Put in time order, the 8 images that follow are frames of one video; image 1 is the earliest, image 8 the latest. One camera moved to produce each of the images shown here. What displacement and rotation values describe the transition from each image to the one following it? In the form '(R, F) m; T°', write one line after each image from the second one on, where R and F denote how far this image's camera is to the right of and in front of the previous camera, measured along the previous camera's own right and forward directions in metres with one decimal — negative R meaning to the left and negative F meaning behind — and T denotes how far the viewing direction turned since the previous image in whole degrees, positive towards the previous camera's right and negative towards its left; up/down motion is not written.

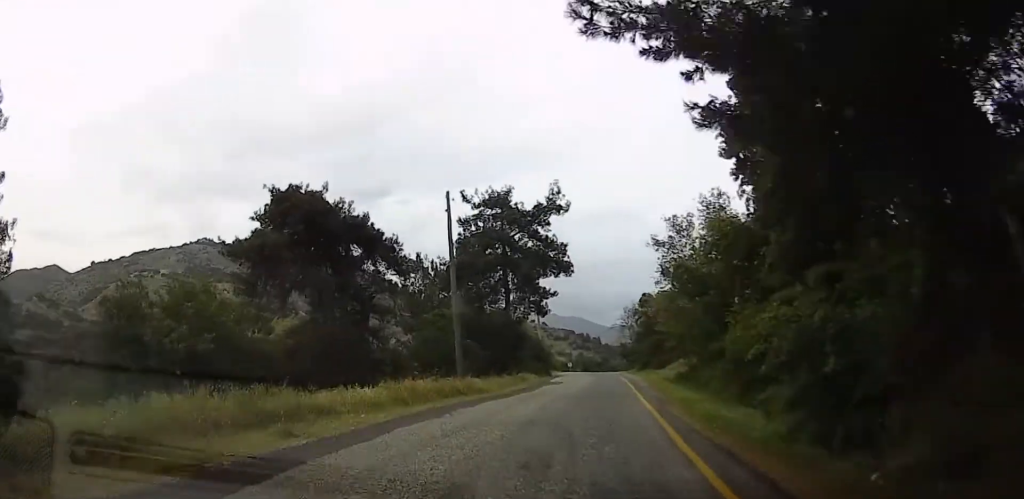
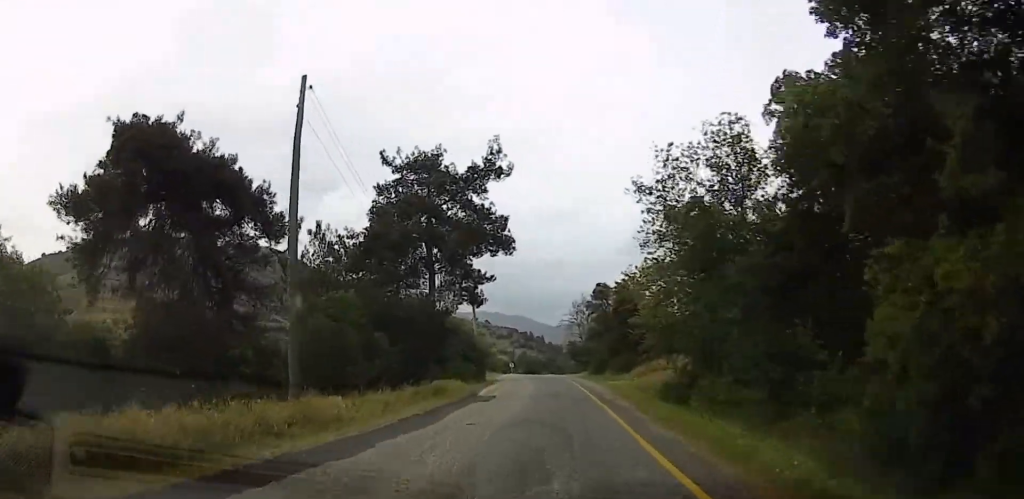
(0.0, +9.8) m; 0°
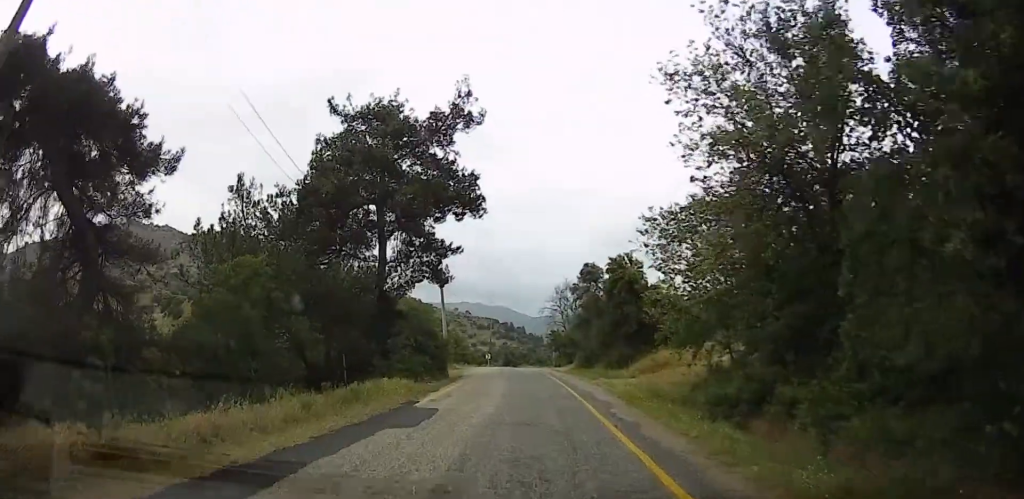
(0.0, +7.5) m; 0°
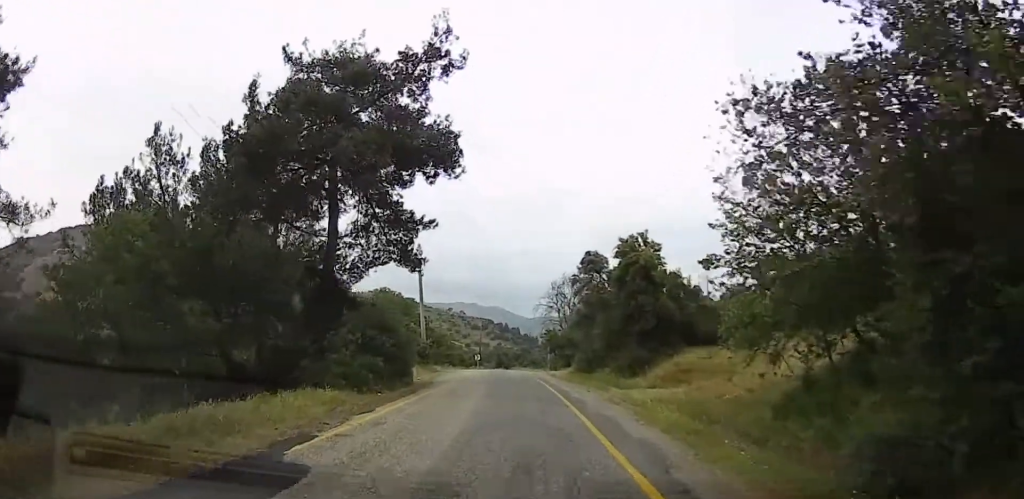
(0.0, +6.7) m; +1°
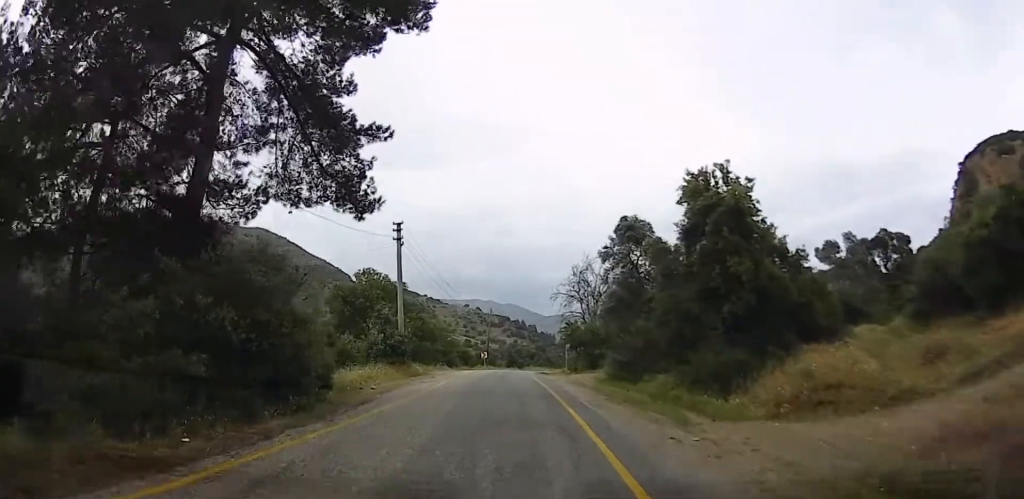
(+0.1, +10.9) m; +6°
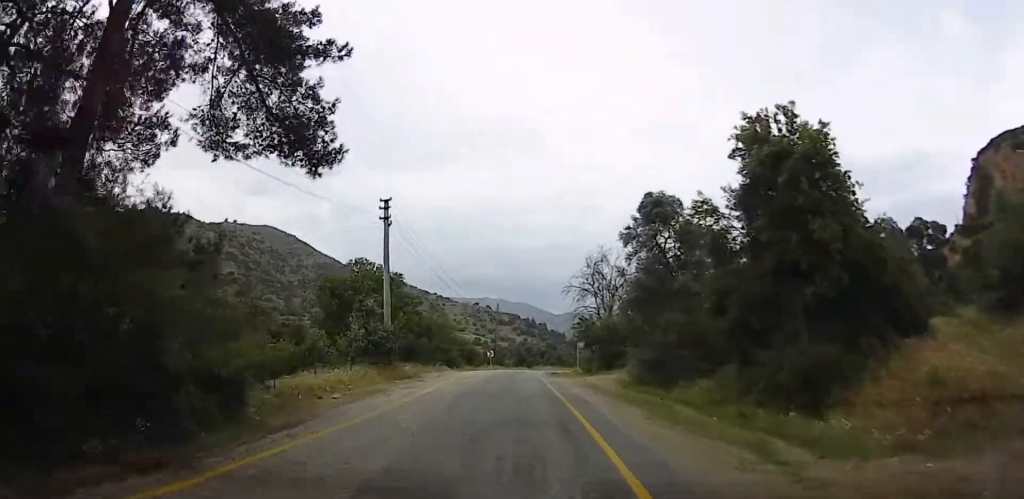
(-0.1, +4.8) m; +4°
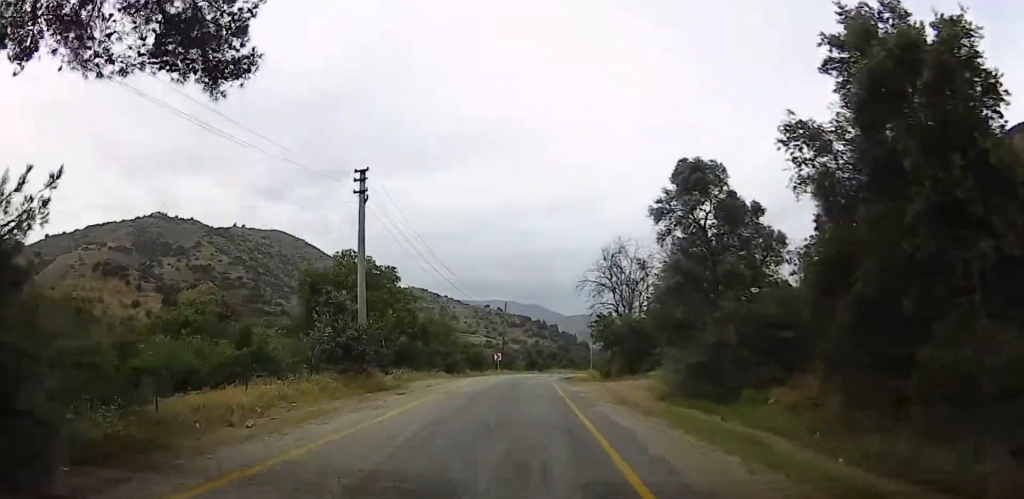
(+0.6, +5.3) m; +2°
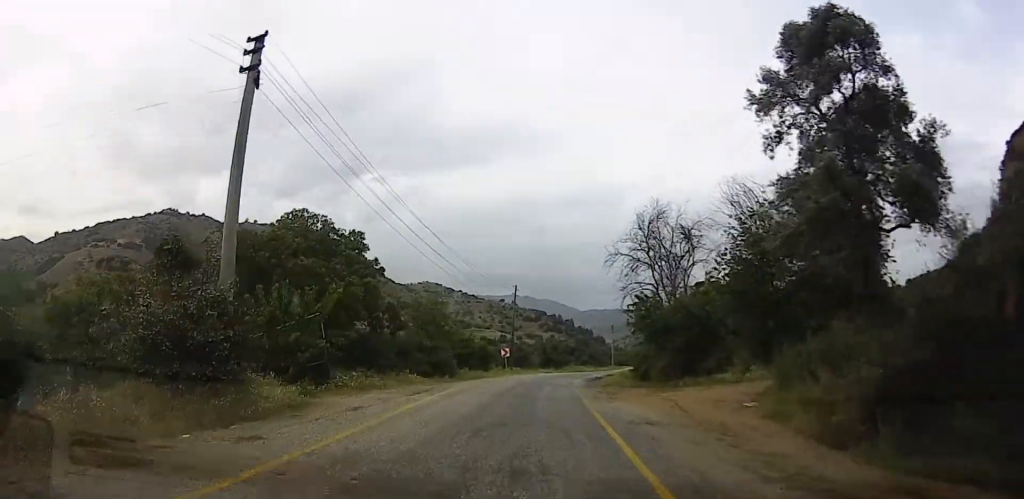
(-0.1, +9.9) m; -2°
